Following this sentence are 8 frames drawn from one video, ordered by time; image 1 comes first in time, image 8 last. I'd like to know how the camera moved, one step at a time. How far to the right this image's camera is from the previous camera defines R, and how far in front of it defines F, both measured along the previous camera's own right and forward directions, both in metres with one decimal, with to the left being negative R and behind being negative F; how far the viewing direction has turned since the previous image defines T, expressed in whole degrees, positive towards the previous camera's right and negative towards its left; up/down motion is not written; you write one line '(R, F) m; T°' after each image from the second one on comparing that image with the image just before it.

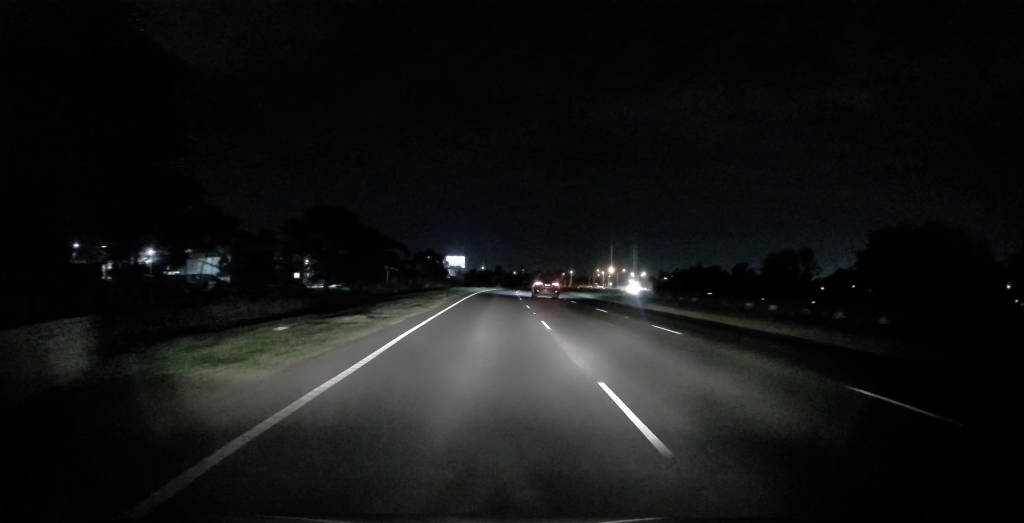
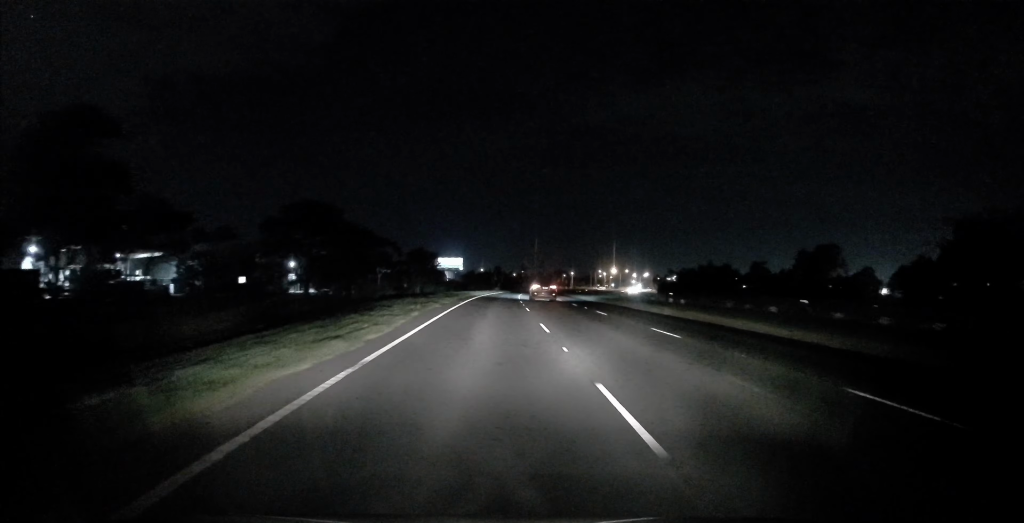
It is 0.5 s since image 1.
(0.0, +12.1) m; 0°
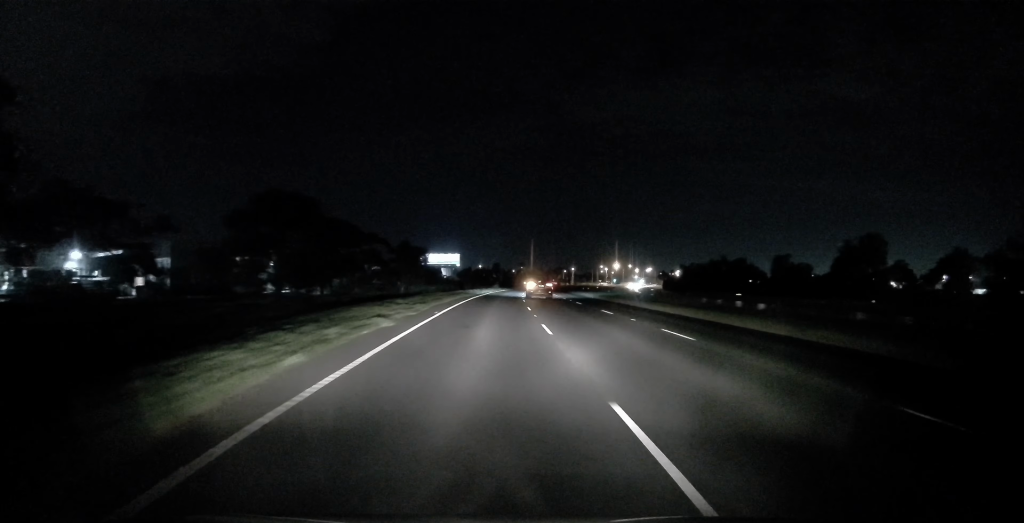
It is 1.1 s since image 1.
(+0.2, +13.6) m; +1°
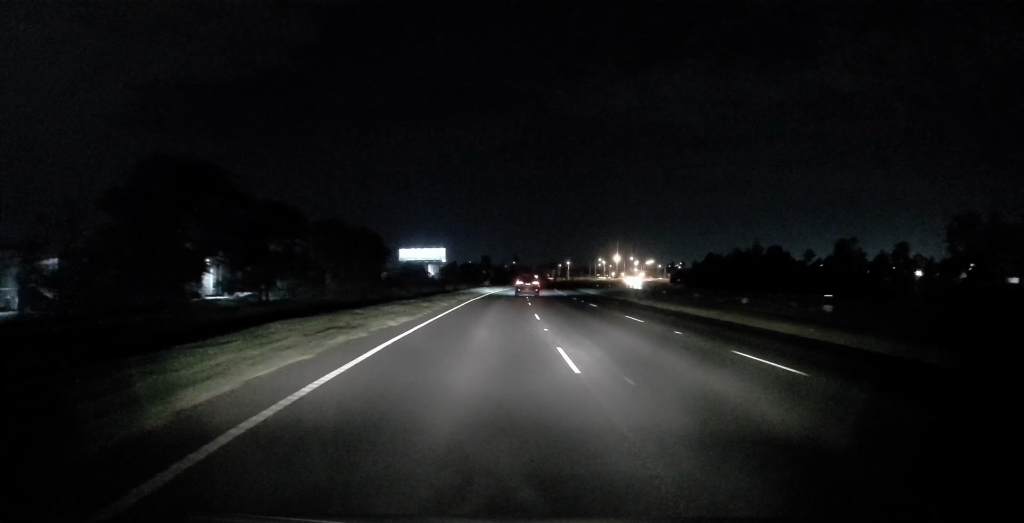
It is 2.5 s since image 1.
(-0.2, +30.7) m; -2°
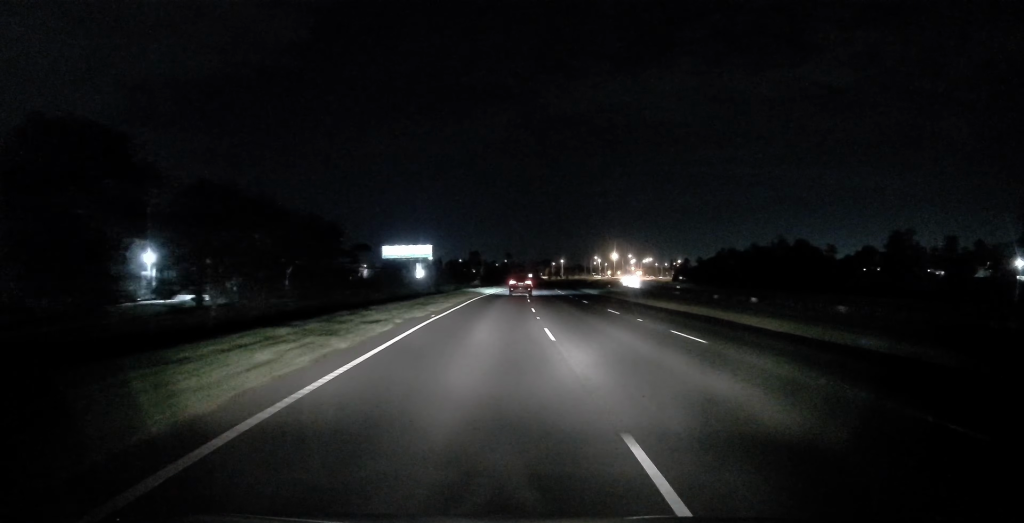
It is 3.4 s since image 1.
(-0.5, +19.1) m; 0°
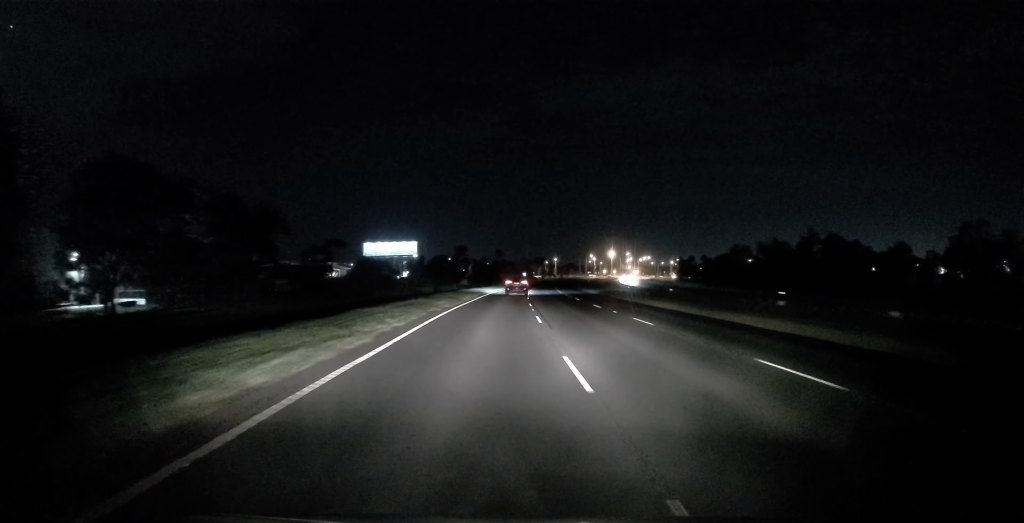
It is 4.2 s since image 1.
(+0.5, +18.3) m; +1°
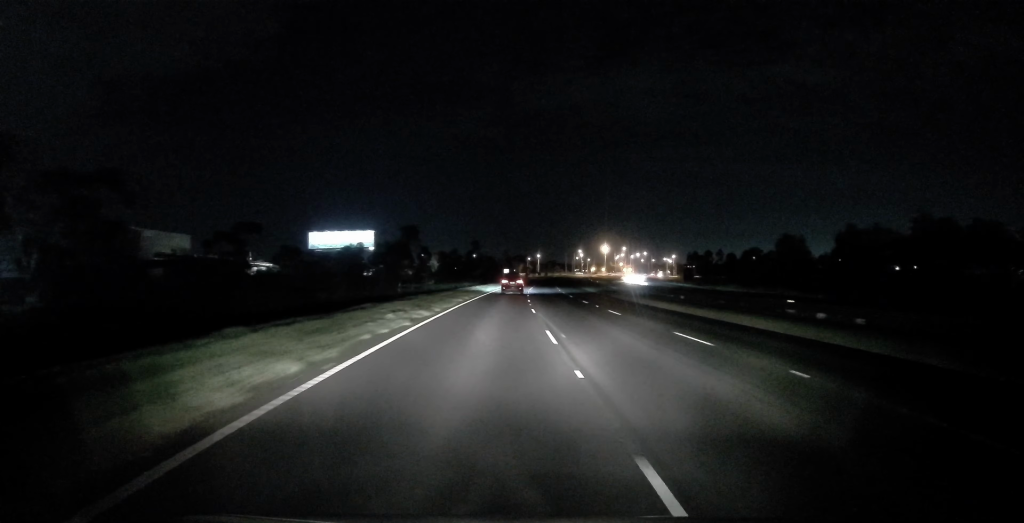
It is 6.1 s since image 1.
(-2.0, +42.3) m; -5°
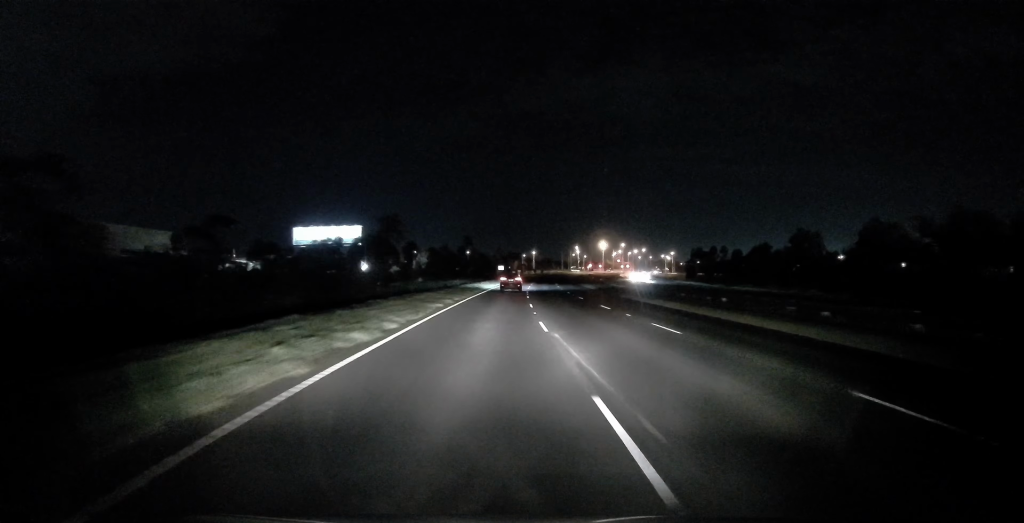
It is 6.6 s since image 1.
(0.0, +9.4) m; 0°
